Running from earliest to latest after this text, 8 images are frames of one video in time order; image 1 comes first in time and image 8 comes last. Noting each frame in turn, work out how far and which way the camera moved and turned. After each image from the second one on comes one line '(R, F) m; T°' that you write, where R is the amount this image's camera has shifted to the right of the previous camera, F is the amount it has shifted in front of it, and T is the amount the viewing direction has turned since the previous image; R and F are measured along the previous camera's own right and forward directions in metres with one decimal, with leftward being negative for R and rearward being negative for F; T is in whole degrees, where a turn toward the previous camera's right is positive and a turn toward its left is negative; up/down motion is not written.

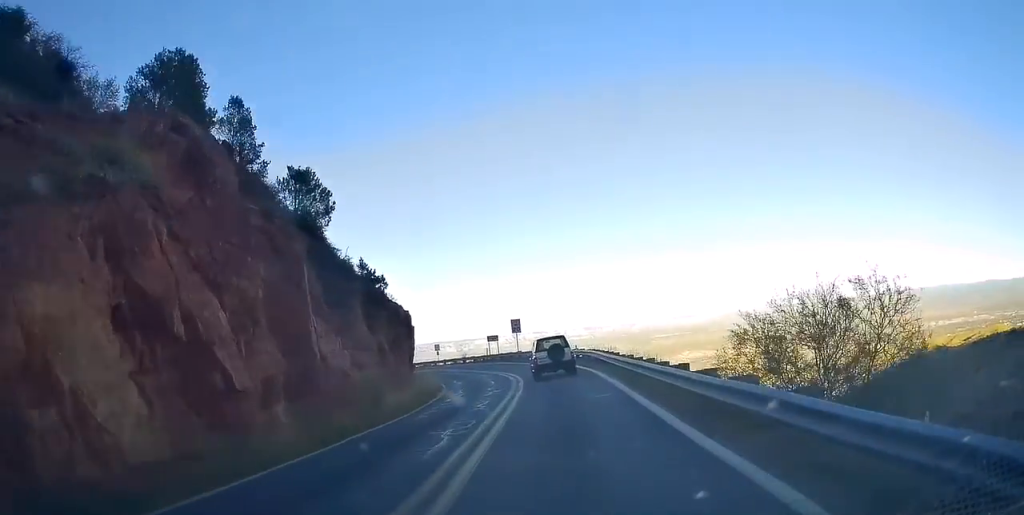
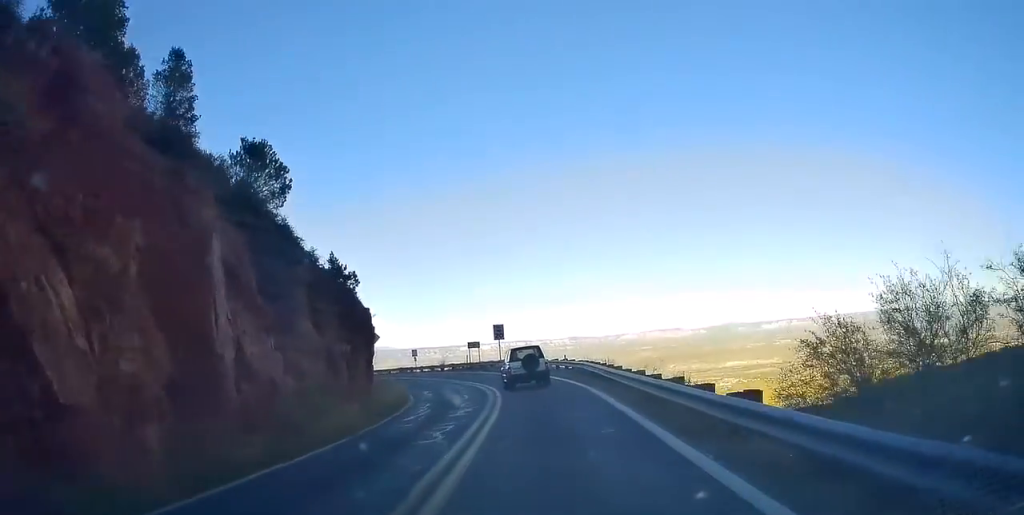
(-0.1, +4.6) m; +1°
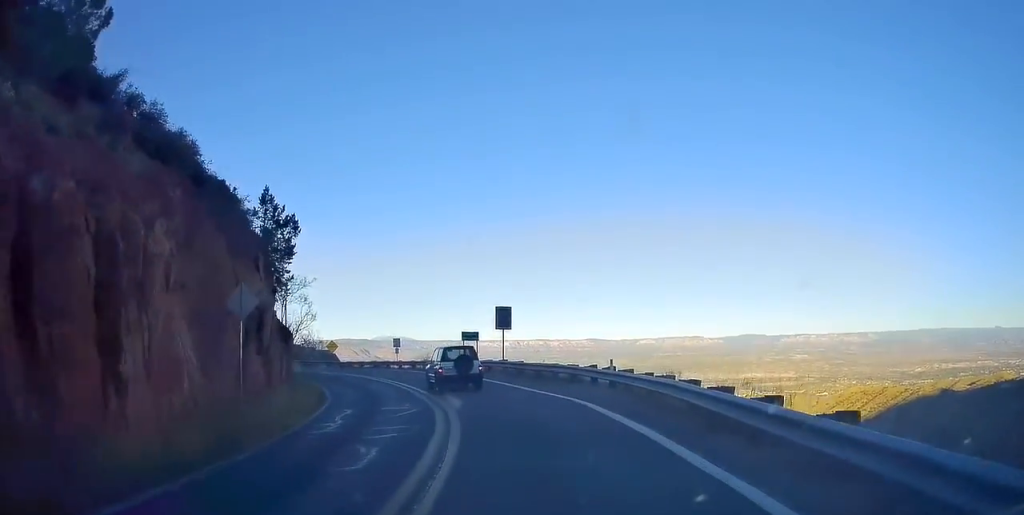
(+0.1, +14.9) m; -1°
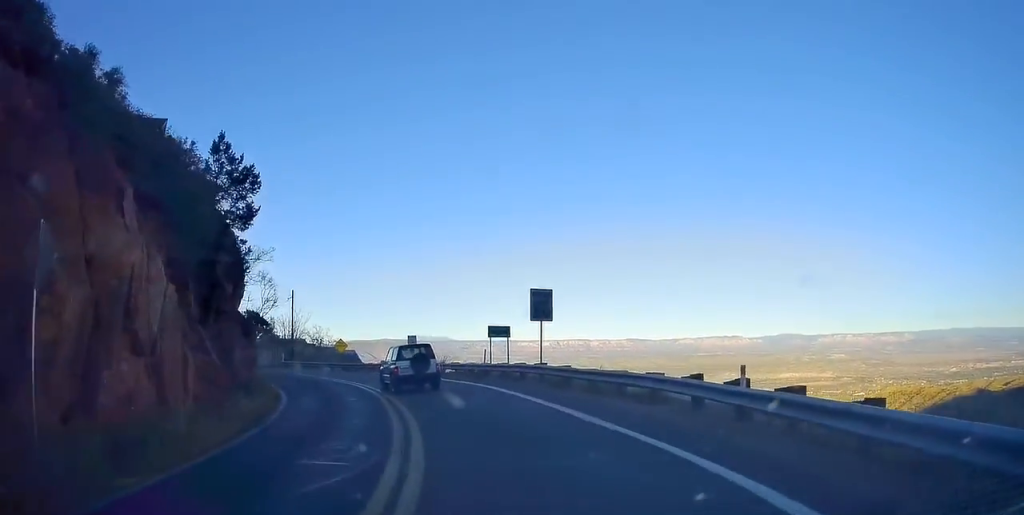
(-0.3, +8.8) m; -2°
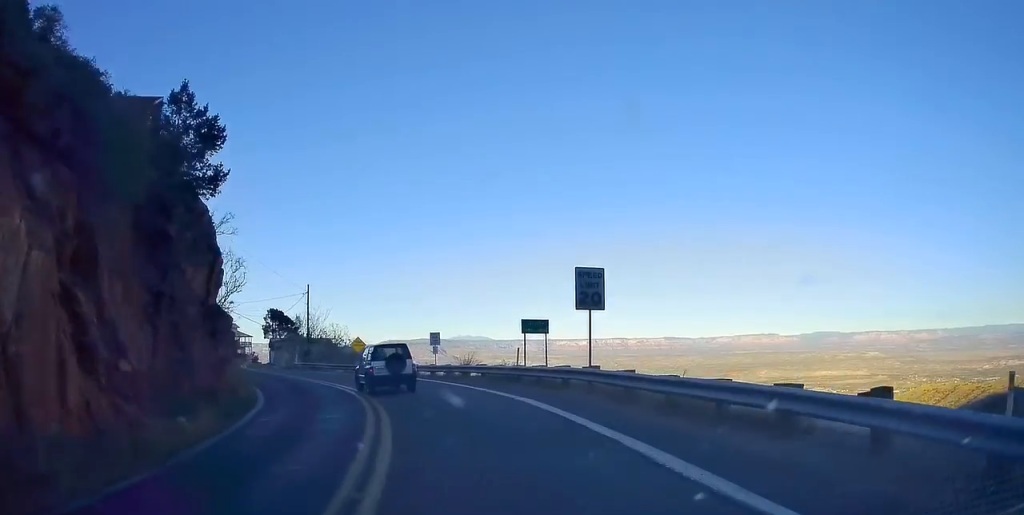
(+0.5, +5.6) m; -3°
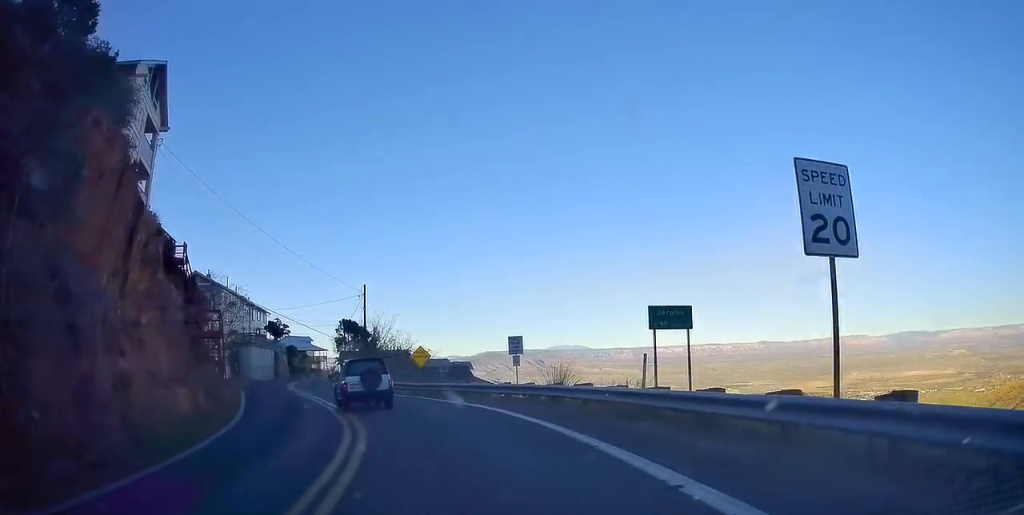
(-1.3, +10.1) m; -13°
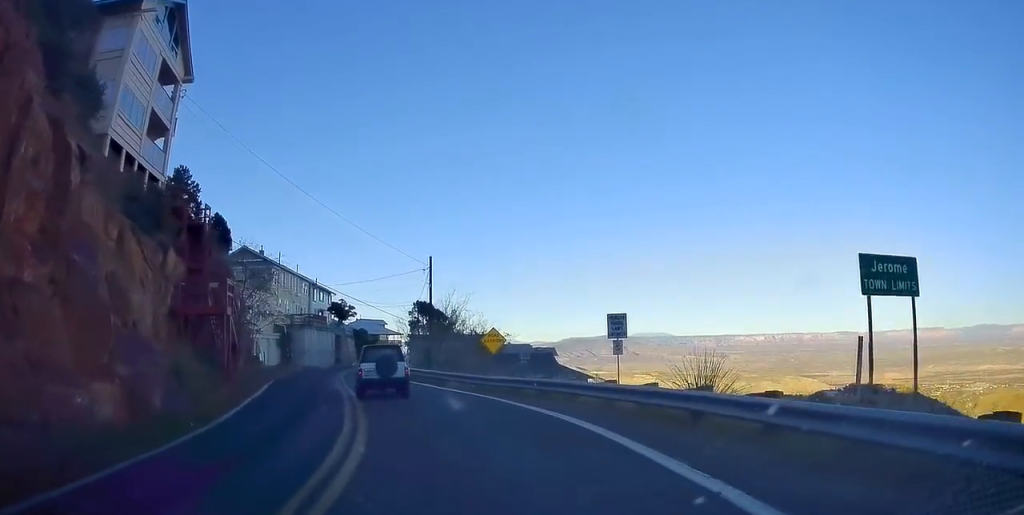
(-0.5, +6.5) m; -8°
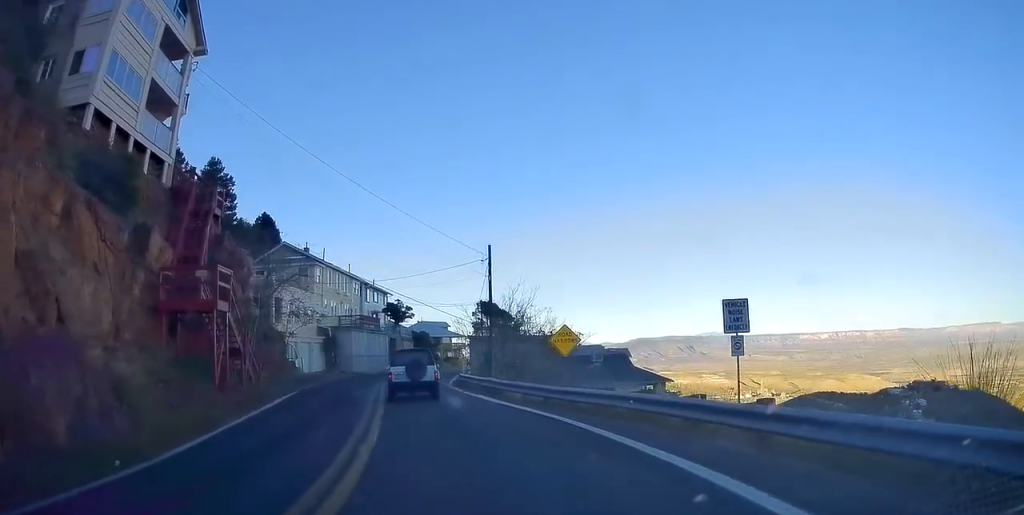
(-0.2, +5.3) m; -7°
